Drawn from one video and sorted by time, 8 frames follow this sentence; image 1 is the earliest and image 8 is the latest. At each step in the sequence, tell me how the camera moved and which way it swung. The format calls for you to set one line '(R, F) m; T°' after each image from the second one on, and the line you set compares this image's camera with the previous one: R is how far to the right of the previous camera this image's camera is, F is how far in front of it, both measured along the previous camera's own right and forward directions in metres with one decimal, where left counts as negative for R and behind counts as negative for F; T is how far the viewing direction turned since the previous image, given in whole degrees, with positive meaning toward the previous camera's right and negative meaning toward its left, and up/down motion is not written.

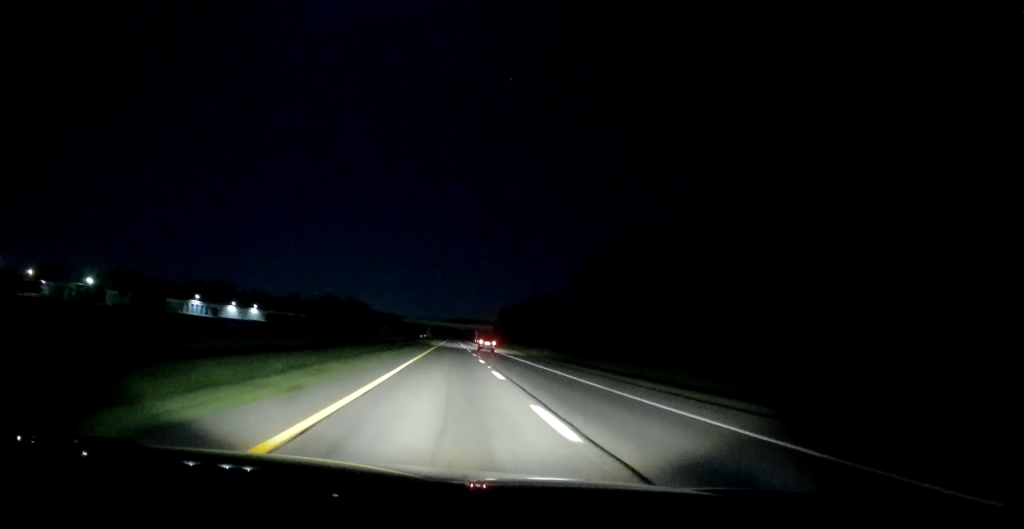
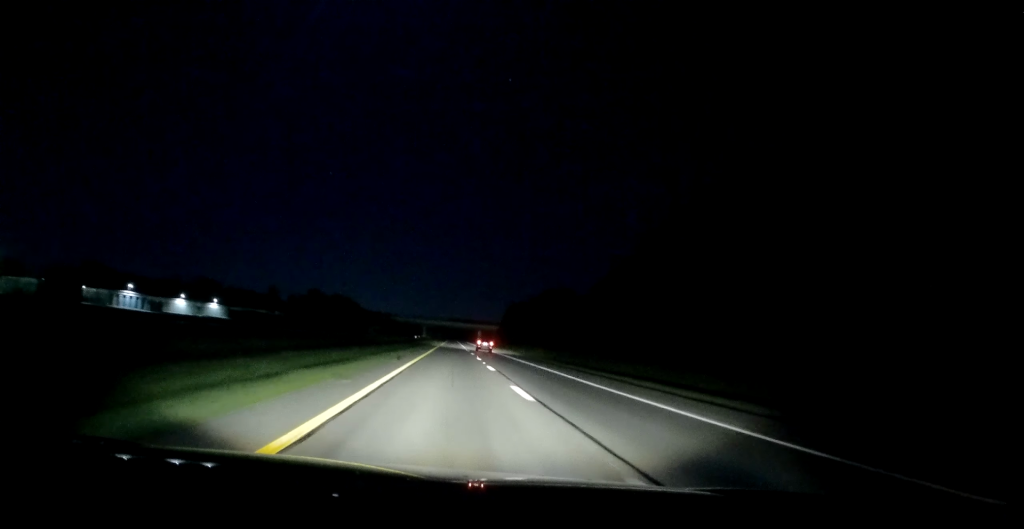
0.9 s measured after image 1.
(+0.2, +31.1) m; +1°
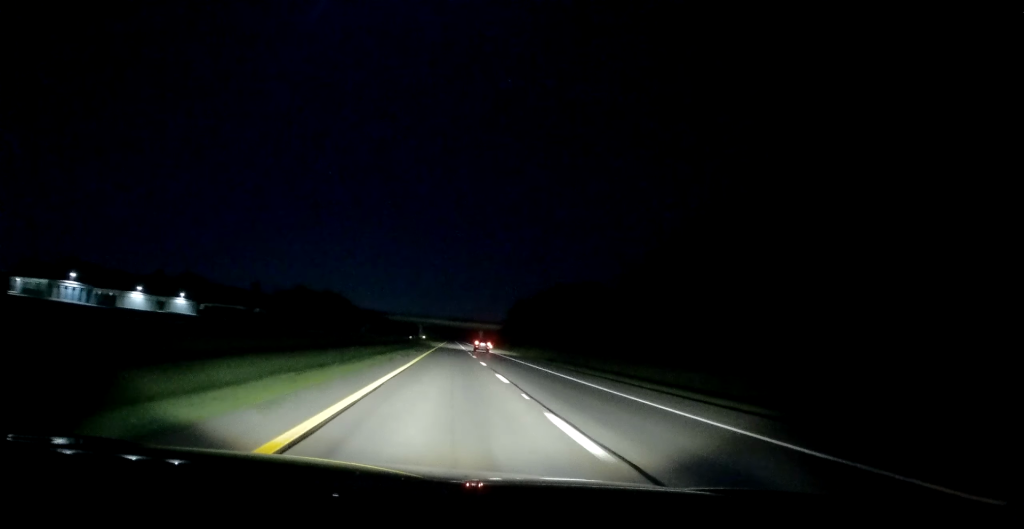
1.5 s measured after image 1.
(0.0, +18.8) m; 0°
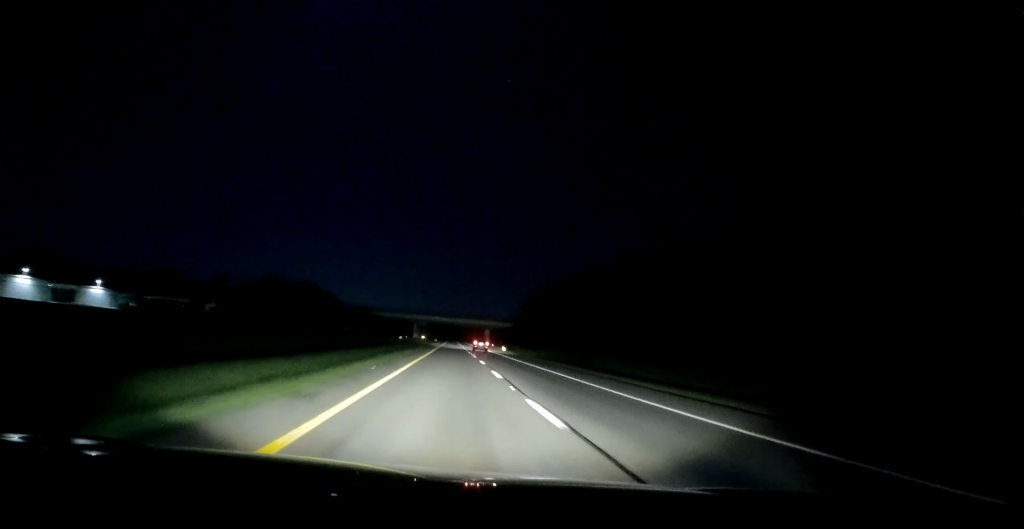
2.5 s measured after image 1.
(0.0, +34.1) m; -1°
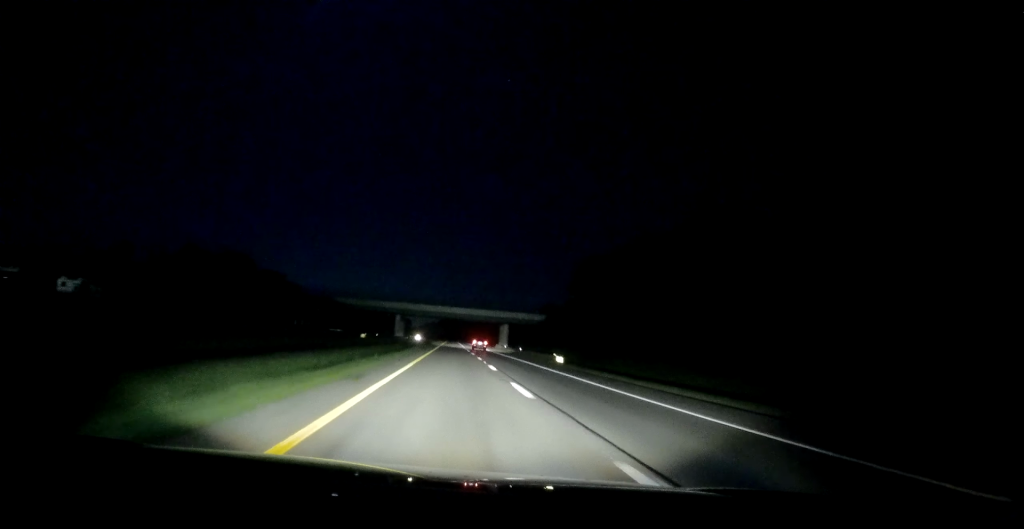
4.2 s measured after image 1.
(-0.1, +55.9) m; 0°
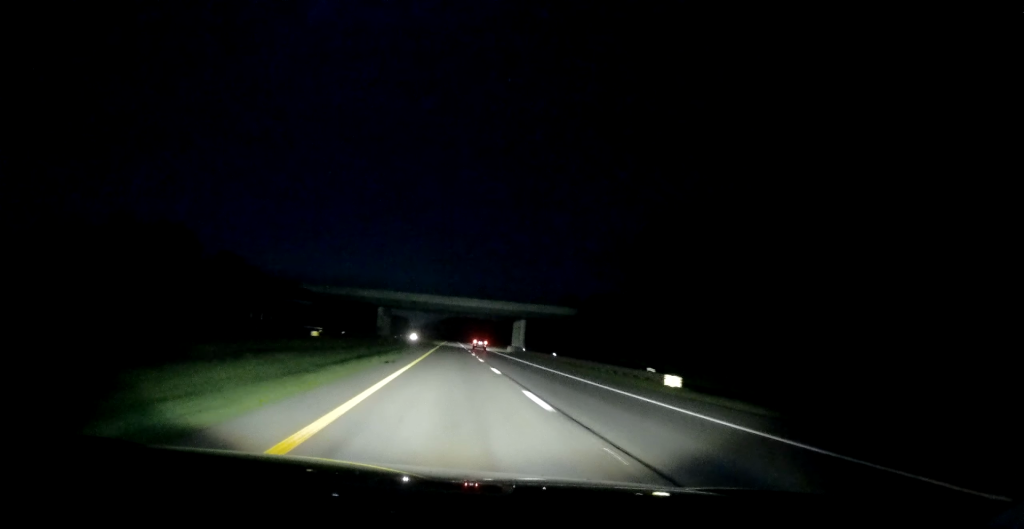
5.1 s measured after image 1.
(+0.1, +27.2) m; 0°
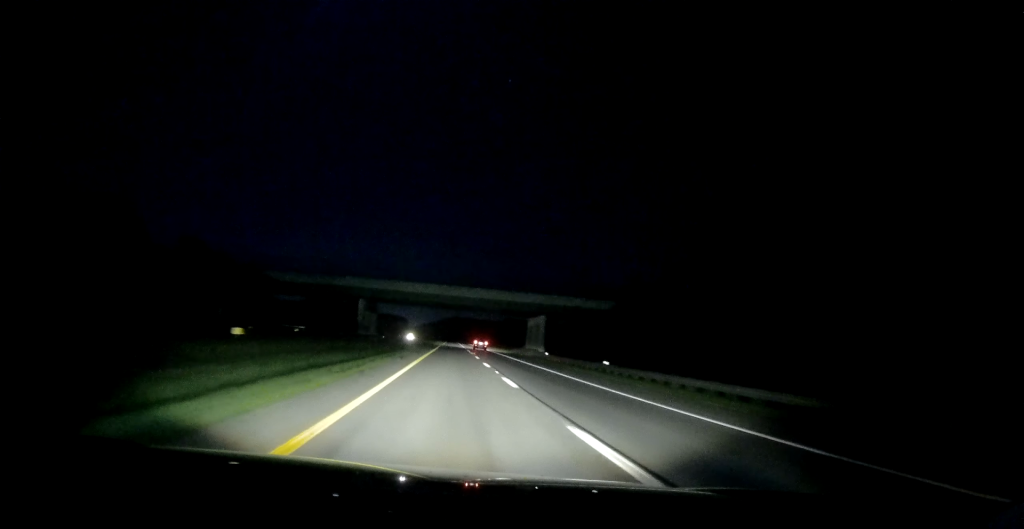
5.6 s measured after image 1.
(0.0, +18.5) m; 0°
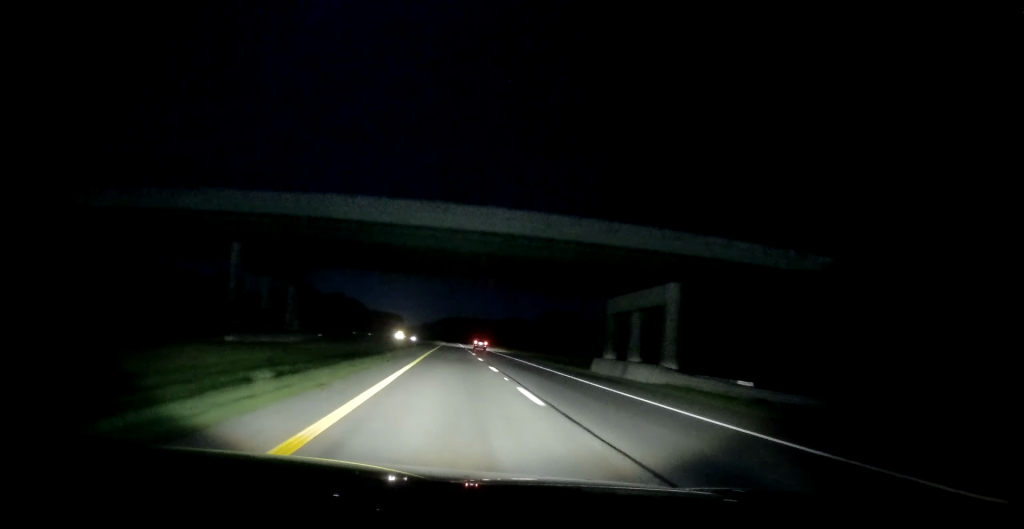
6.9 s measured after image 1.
(-0.1, +41.0) m; 0°
